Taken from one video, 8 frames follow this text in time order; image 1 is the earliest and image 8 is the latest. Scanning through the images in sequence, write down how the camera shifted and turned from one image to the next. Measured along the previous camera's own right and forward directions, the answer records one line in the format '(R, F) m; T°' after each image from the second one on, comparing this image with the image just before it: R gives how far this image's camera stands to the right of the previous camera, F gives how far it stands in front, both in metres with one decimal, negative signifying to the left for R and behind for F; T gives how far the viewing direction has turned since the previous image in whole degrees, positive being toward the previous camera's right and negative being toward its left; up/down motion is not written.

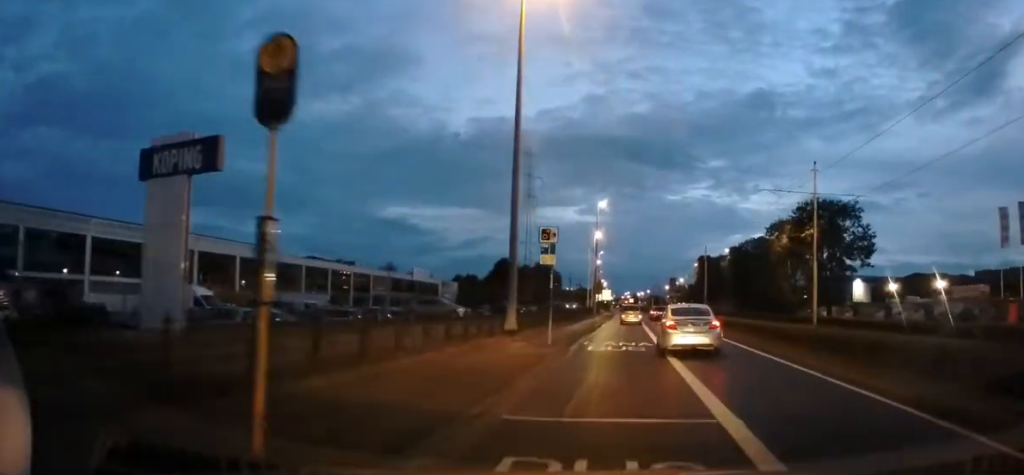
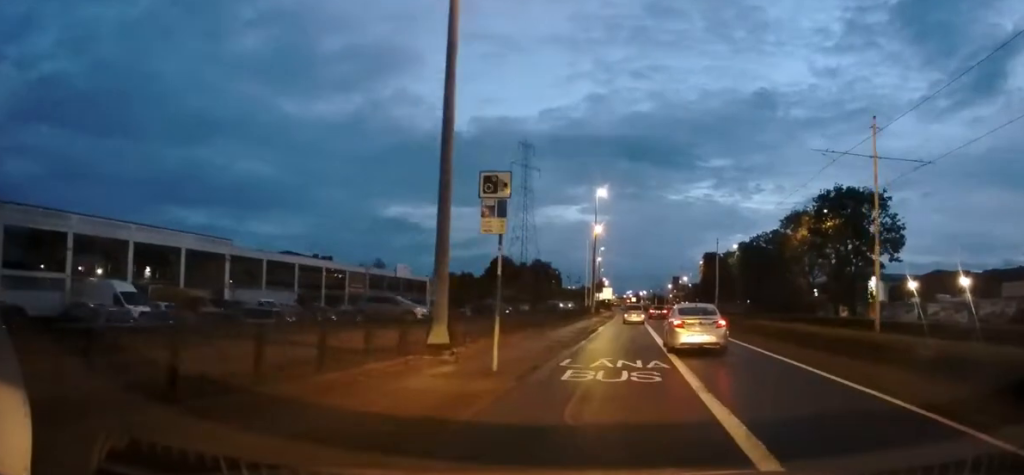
(0.0, +8.0) m; +1°
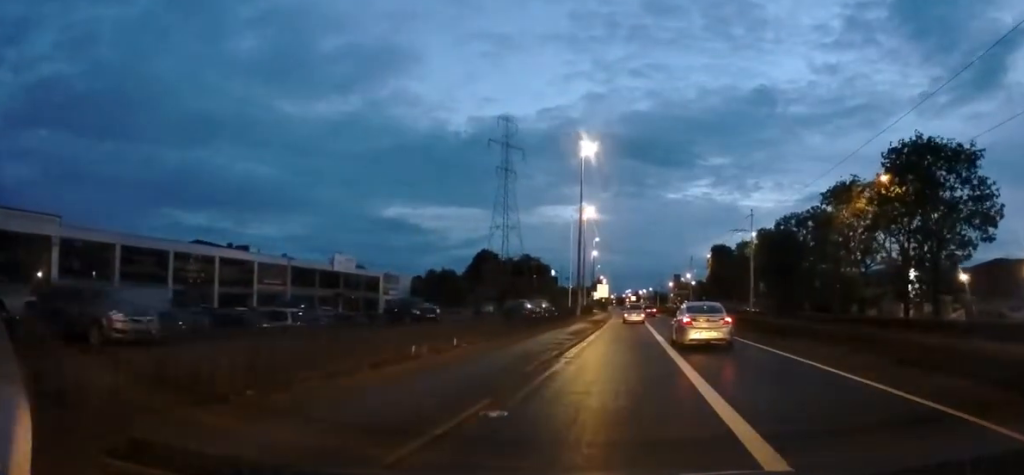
(+0.5, +19.5) m; 0°
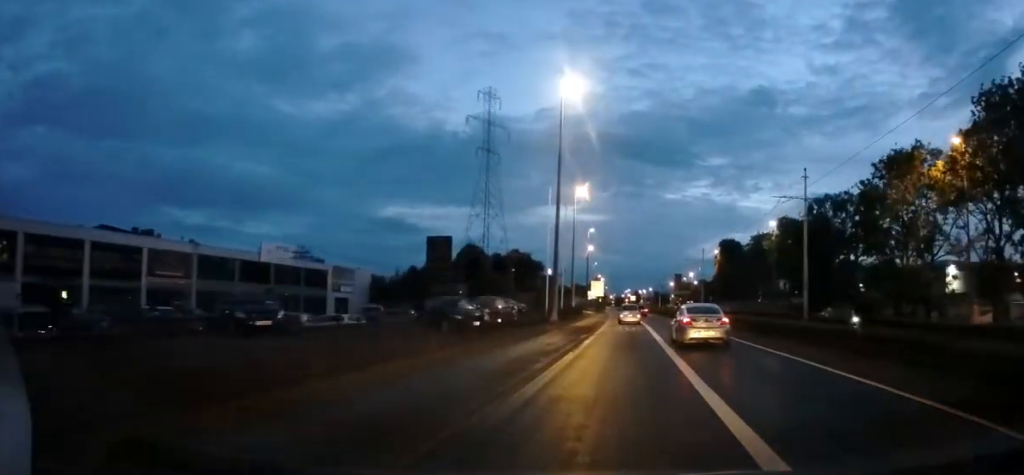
(-0.4, +15.2) m; -2°
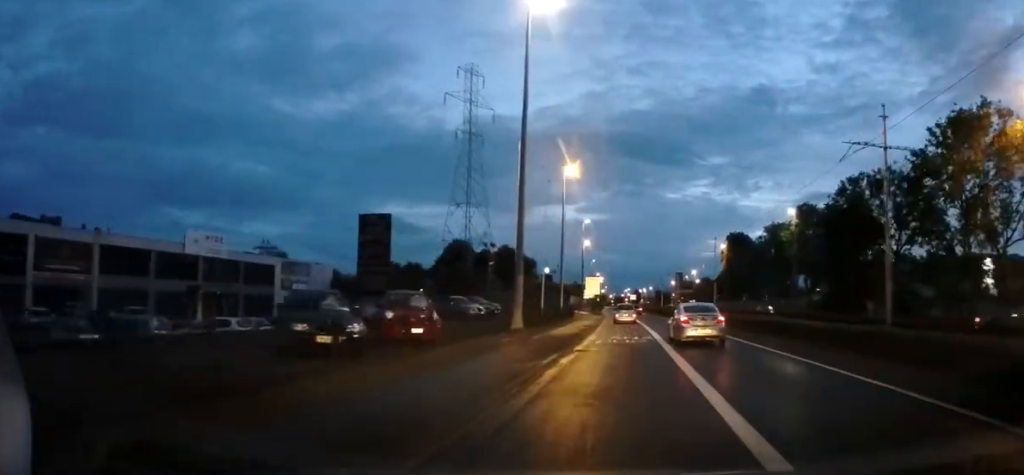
(0.0, +11.3) m; +1°
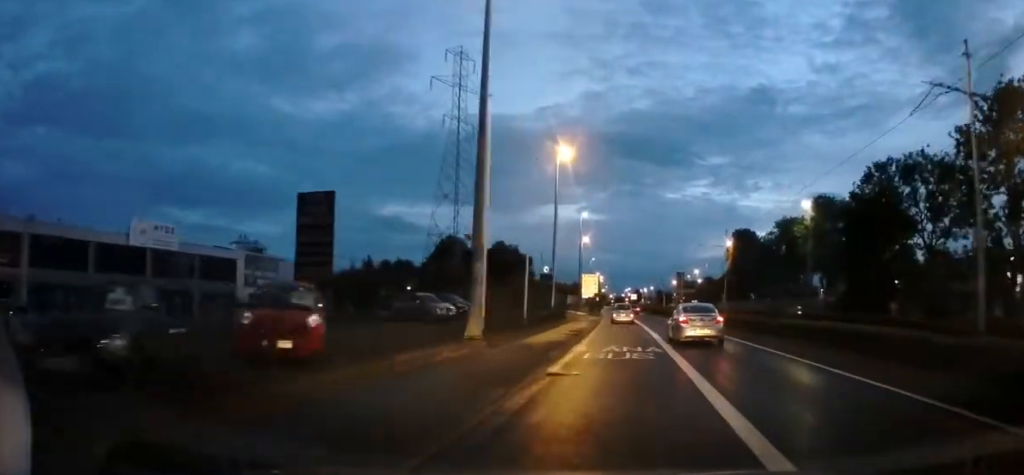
(0.0, +6.6) m; +1°
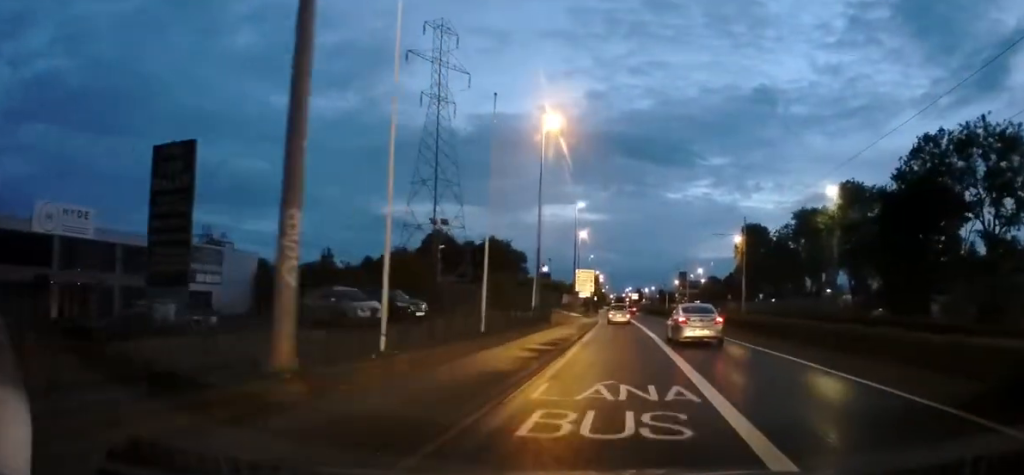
(+0.3, +9.5) m; 0°
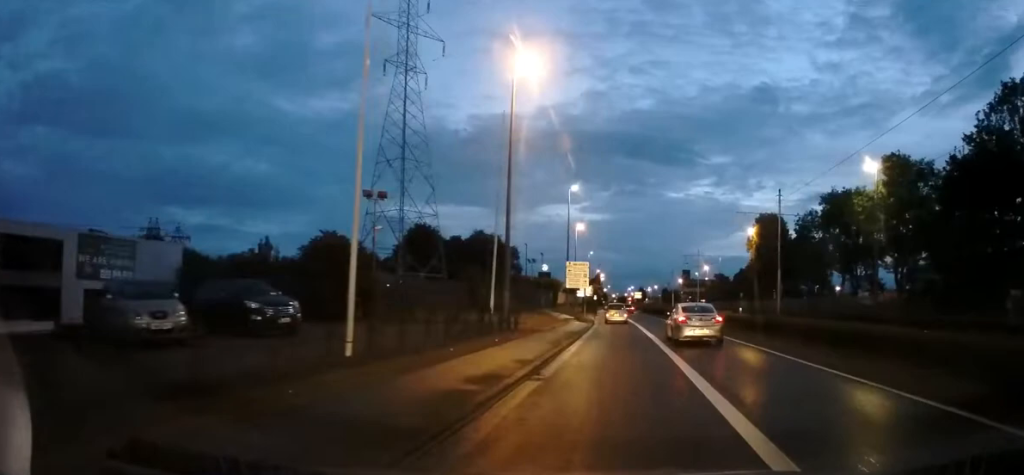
(-0.2, +11.4) m; -1°
